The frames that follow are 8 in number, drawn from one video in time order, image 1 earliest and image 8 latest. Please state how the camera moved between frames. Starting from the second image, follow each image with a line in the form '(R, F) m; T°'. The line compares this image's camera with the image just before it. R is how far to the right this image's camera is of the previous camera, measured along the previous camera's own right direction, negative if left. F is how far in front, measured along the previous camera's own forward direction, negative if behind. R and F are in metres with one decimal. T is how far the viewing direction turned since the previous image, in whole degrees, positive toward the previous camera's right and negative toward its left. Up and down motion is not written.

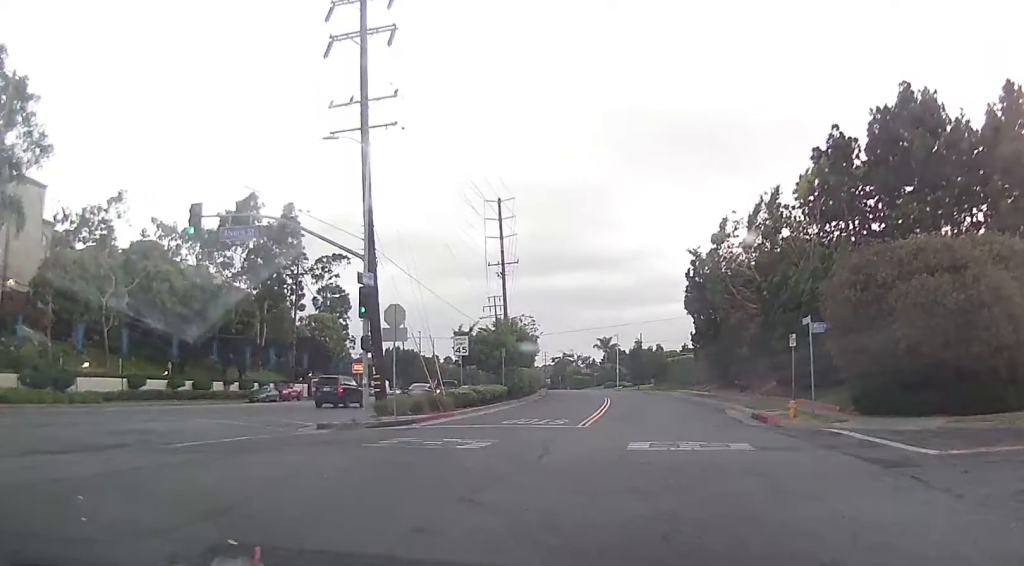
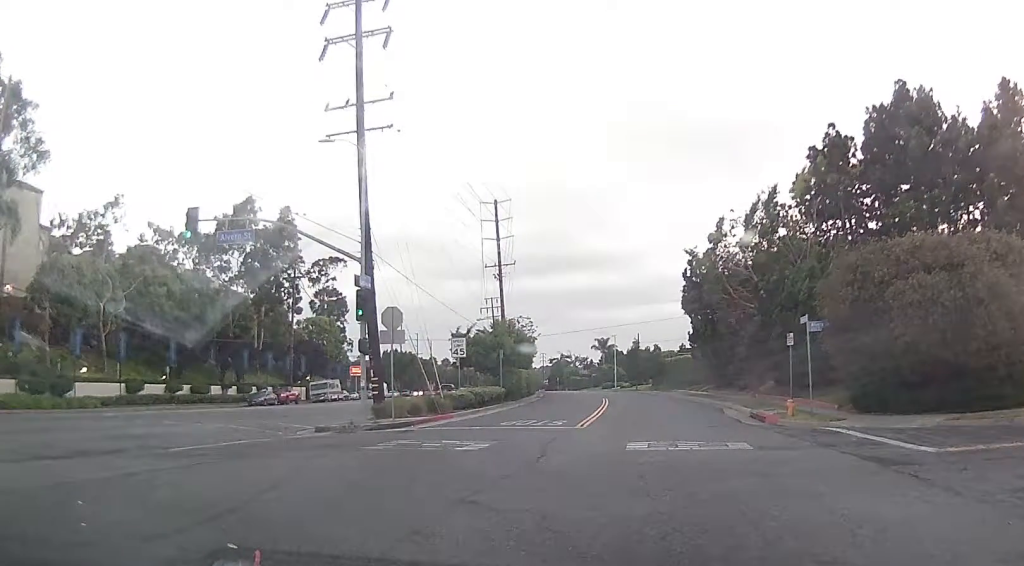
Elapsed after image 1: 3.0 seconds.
(0.0, 0.0) m; 0°
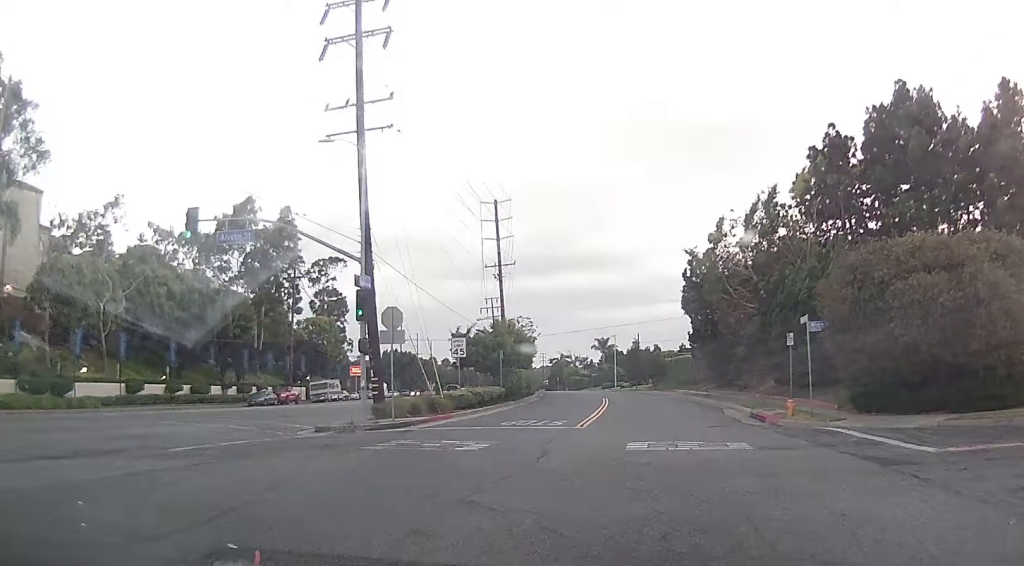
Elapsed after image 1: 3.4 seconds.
(0.0, 0.0) m; 0°
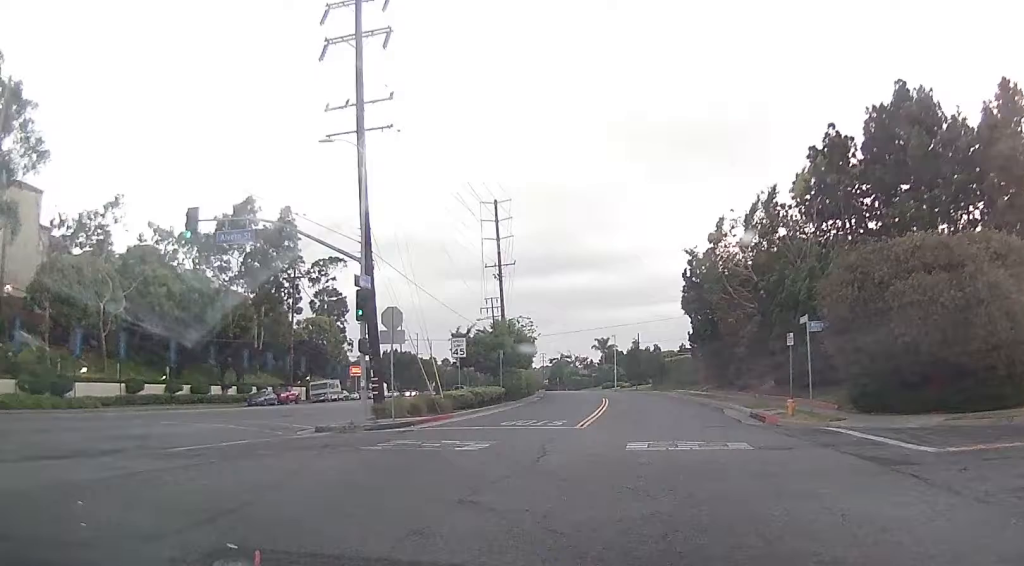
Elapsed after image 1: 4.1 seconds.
(0.0, 0.0) m; 0°
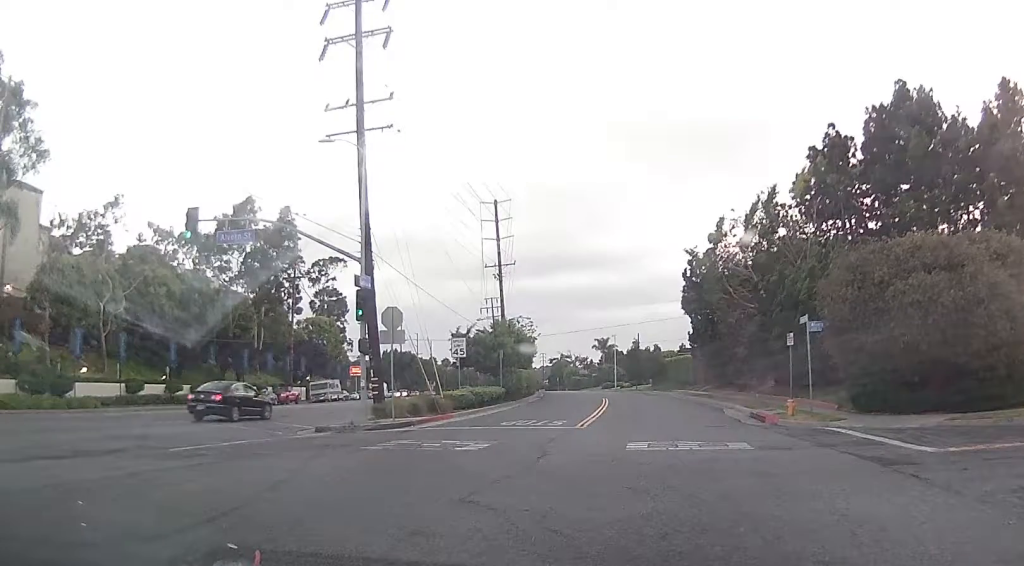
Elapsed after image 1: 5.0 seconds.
(0.0, 0.0) m; 0°
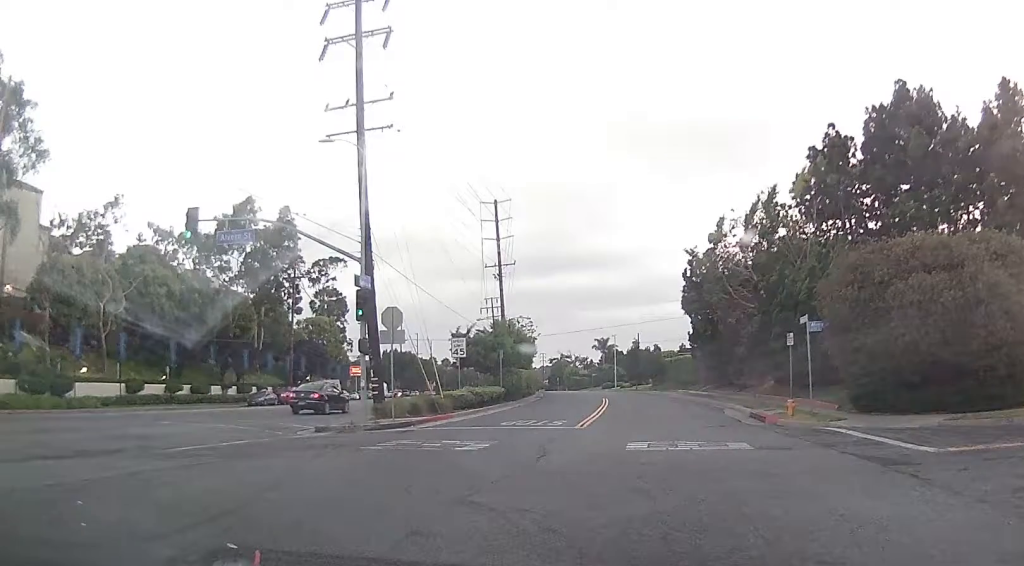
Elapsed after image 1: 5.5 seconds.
(0.0, 0.0) m; 0°
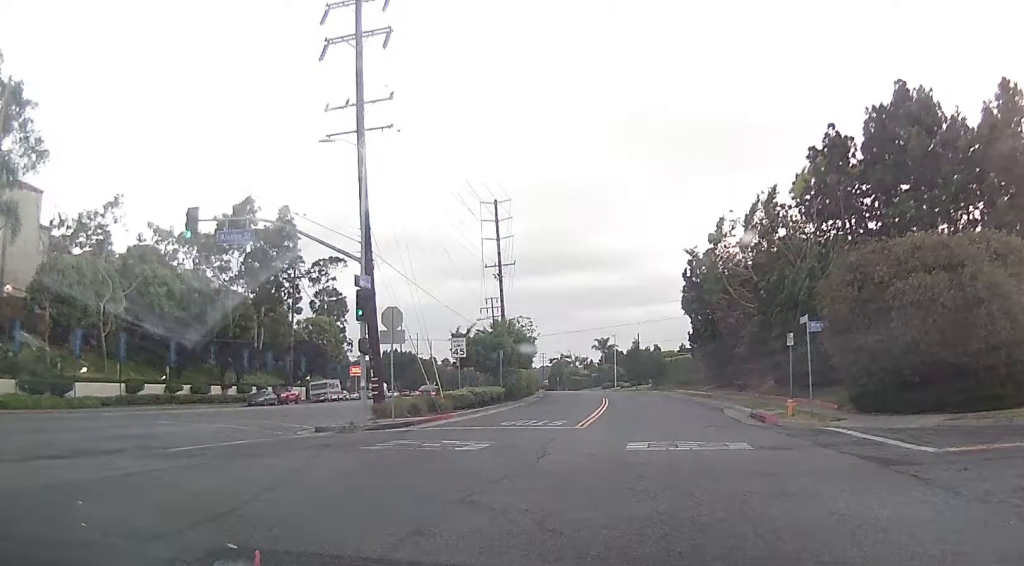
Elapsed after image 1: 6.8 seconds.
(0.0, 0.0) m; 0°
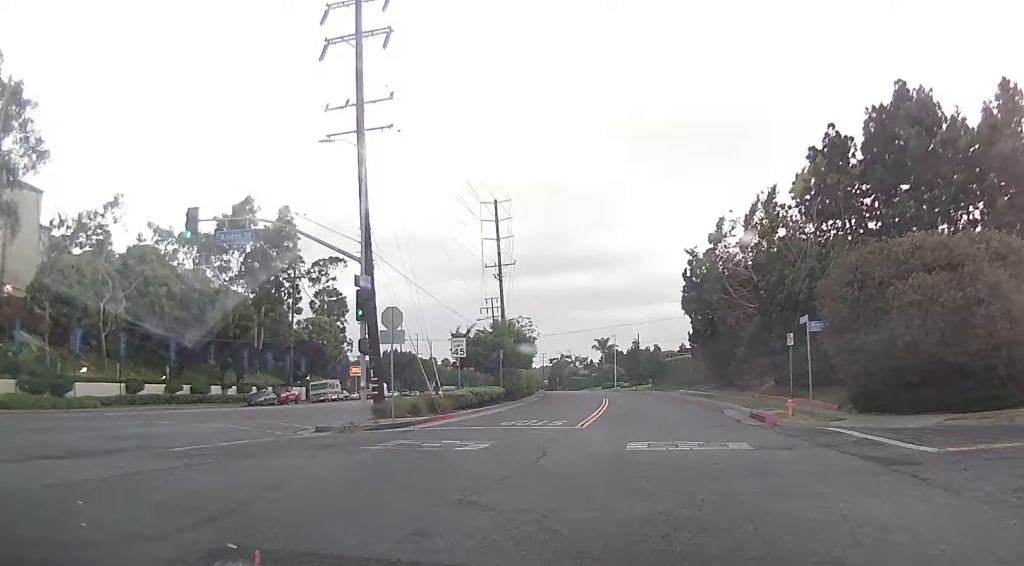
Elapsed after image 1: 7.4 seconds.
(0.0, 0.0) m; 0°
